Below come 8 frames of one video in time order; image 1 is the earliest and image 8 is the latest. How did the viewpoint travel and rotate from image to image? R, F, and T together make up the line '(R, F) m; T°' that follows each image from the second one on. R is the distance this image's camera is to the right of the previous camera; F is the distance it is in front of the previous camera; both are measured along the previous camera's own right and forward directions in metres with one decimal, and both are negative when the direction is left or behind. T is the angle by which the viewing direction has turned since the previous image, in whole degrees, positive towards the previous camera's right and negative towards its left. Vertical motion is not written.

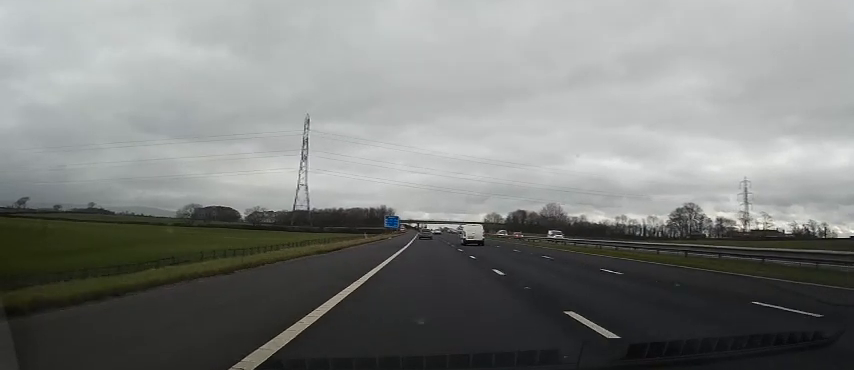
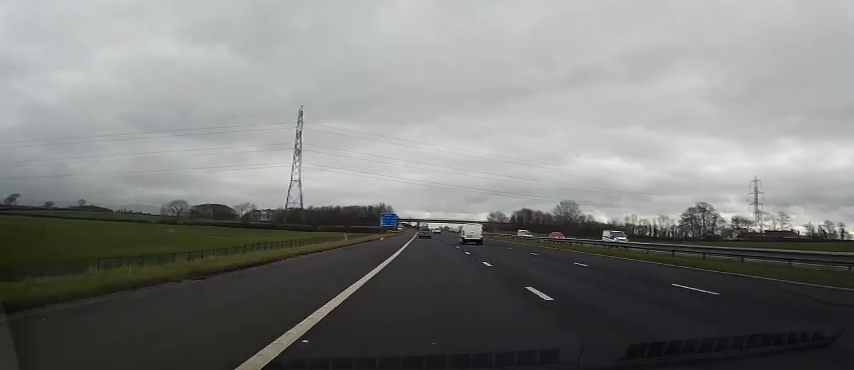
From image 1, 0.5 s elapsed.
(0.0, +14.5) m; 0°
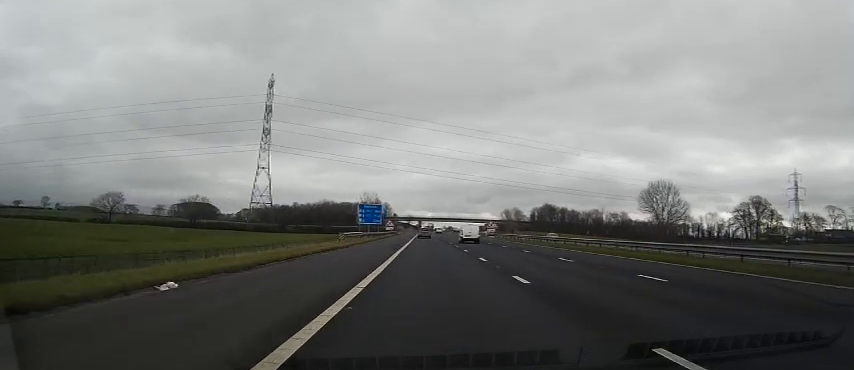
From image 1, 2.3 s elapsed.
(-0.5, +50.4) m; -1°
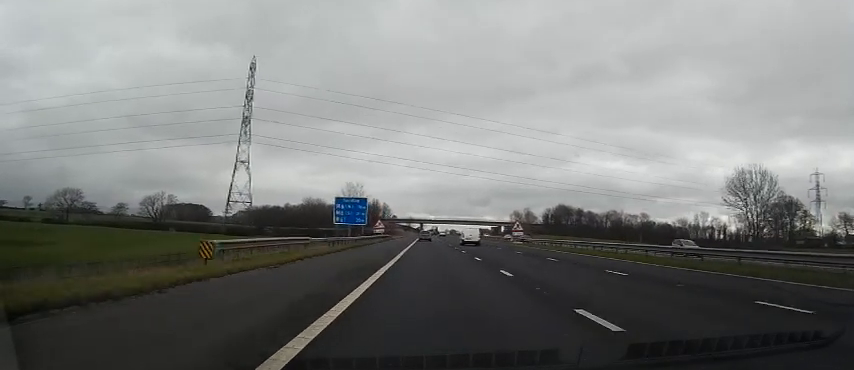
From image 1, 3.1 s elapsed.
(0.0, +23.8) m; 0°
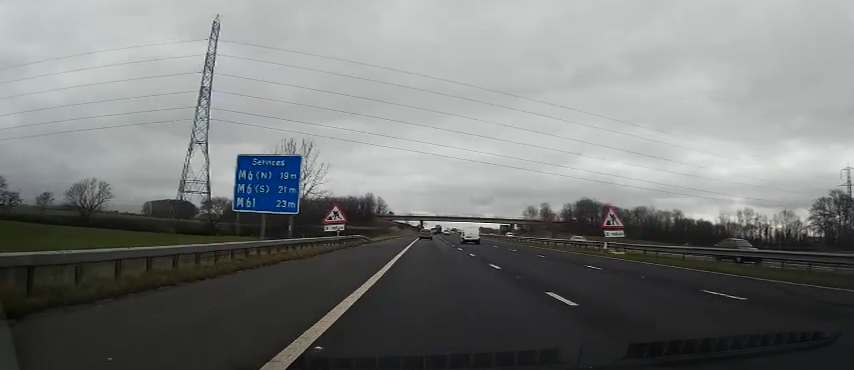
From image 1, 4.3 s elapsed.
(0.0, +33.2) m; 0°
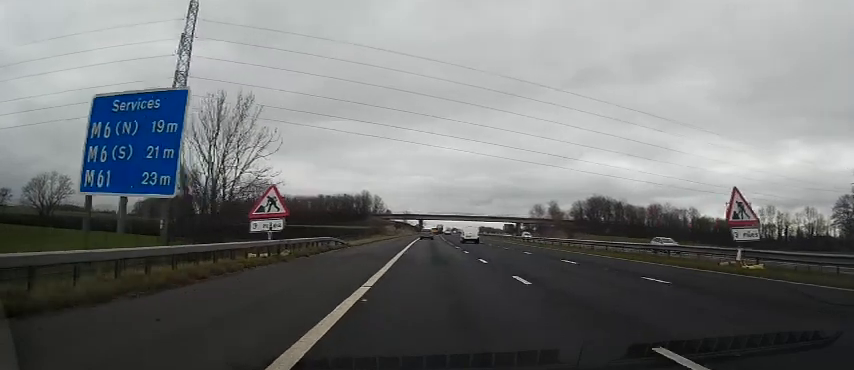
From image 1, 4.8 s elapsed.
(-0.2, +14.2) m; 0°
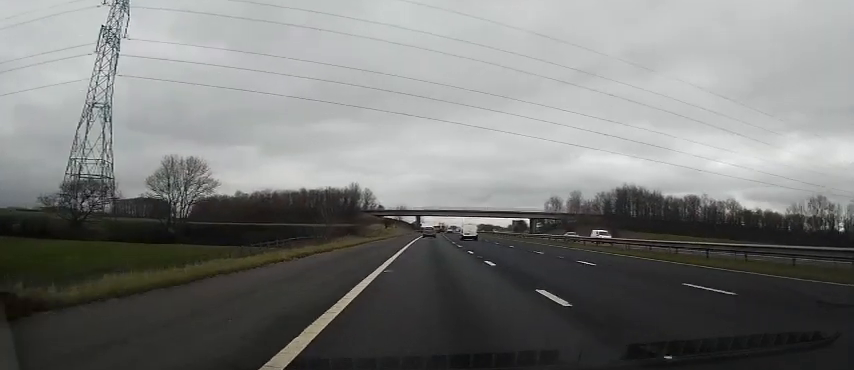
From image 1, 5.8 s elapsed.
(+0.4, +29.9) m; +1°
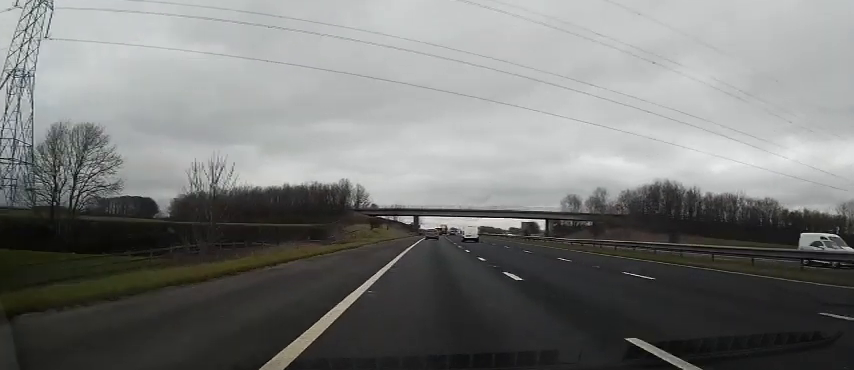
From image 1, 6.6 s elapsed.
(0.0, +22.6) m; -1°
